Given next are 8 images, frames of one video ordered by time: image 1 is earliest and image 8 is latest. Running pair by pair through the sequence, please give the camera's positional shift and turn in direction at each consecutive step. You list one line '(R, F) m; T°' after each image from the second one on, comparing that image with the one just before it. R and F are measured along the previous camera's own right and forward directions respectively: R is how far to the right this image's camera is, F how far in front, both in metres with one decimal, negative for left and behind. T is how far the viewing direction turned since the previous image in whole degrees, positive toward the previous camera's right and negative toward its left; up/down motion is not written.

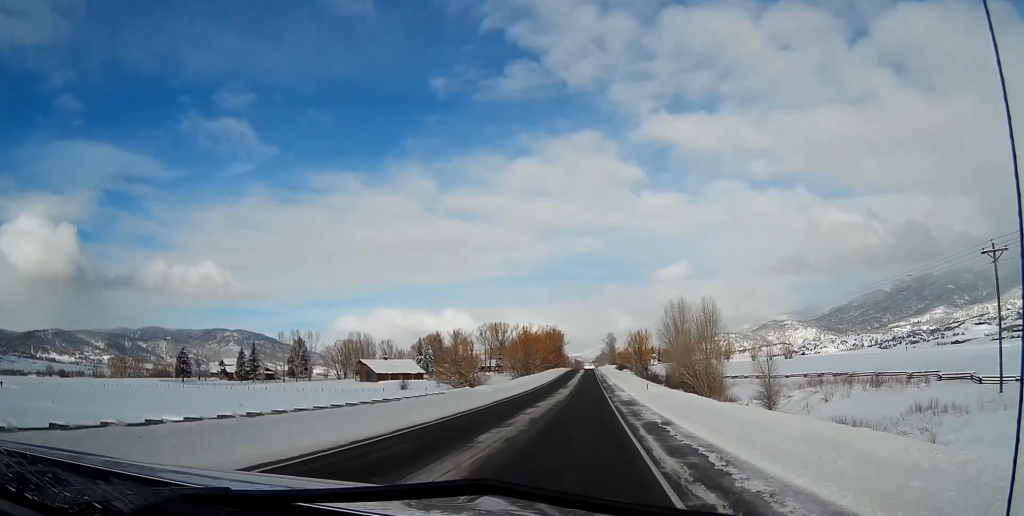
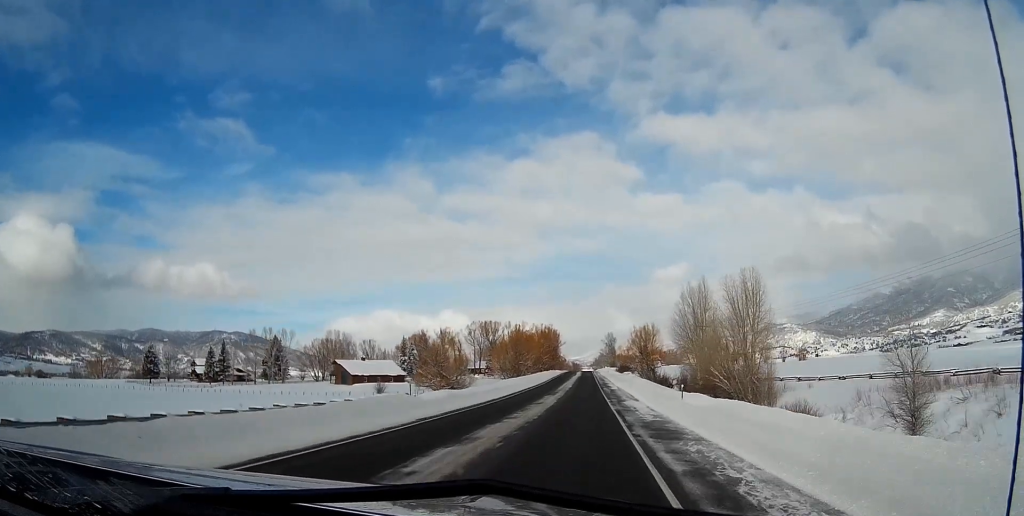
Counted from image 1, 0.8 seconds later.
(0.0, +20.9) m; 0°
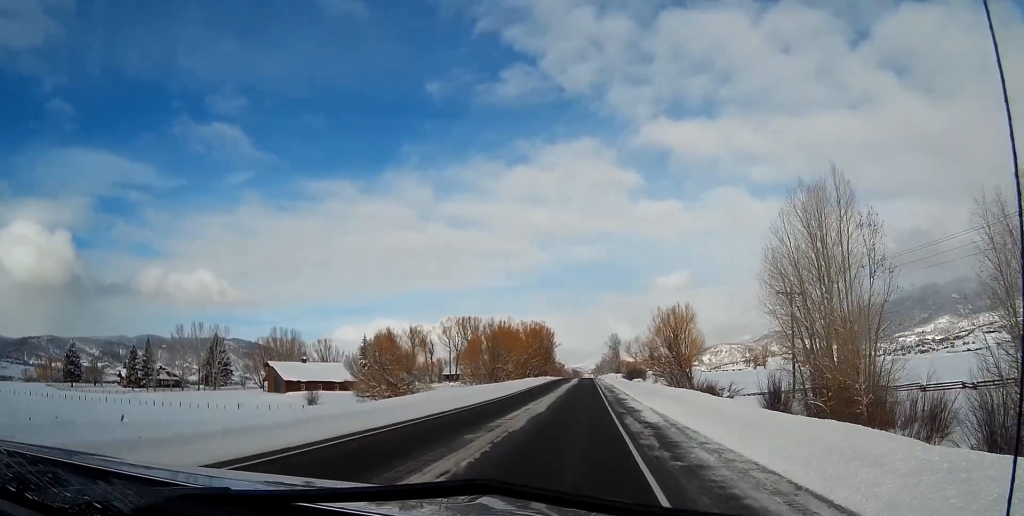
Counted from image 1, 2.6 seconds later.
(+0.2, +45.6) m; +1°
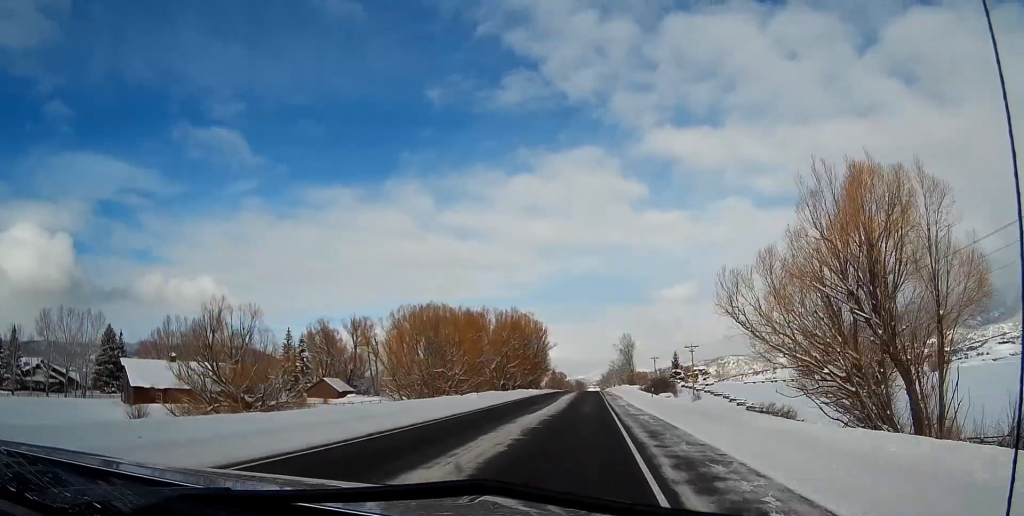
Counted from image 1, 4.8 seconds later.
(-0.1, +59.3) m; 0°
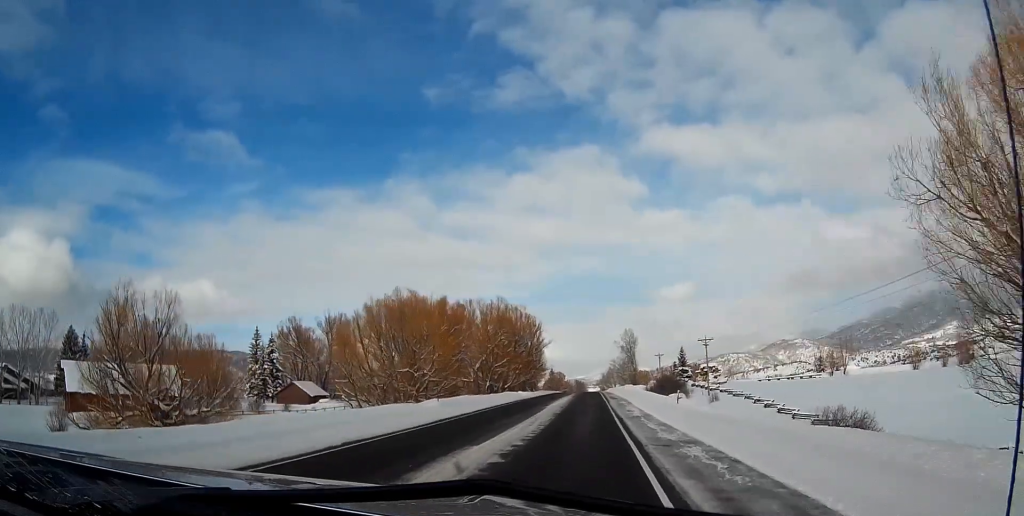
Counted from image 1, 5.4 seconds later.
(0.0, +16.0) m; 0°
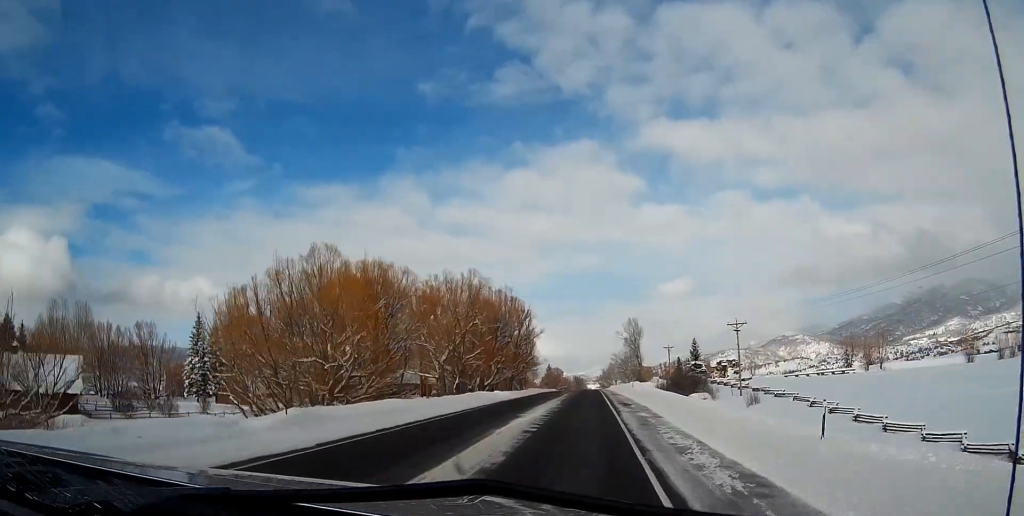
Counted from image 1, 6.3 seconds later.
(+0.1, +23.9) m; 0°
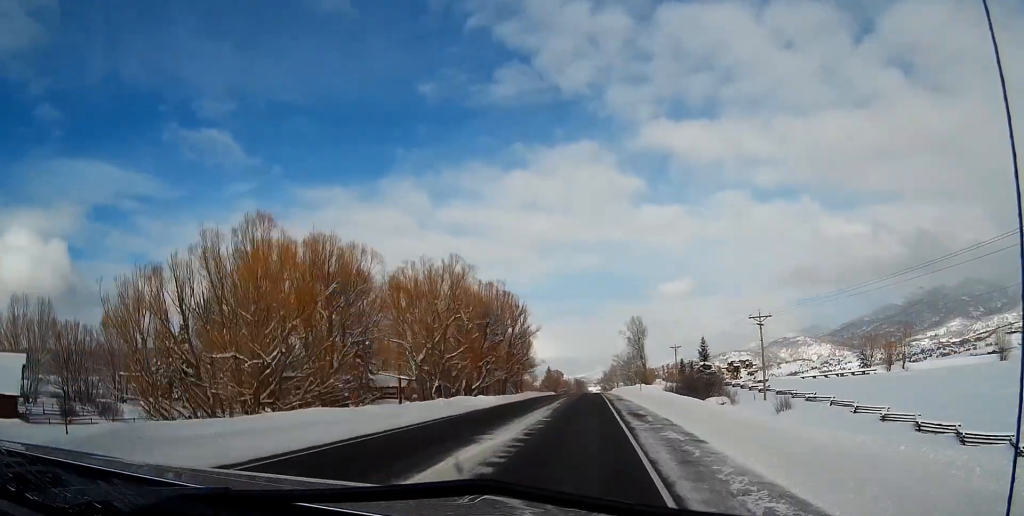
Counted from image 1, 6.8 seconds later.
(-0.1, +11.5) m; 0°
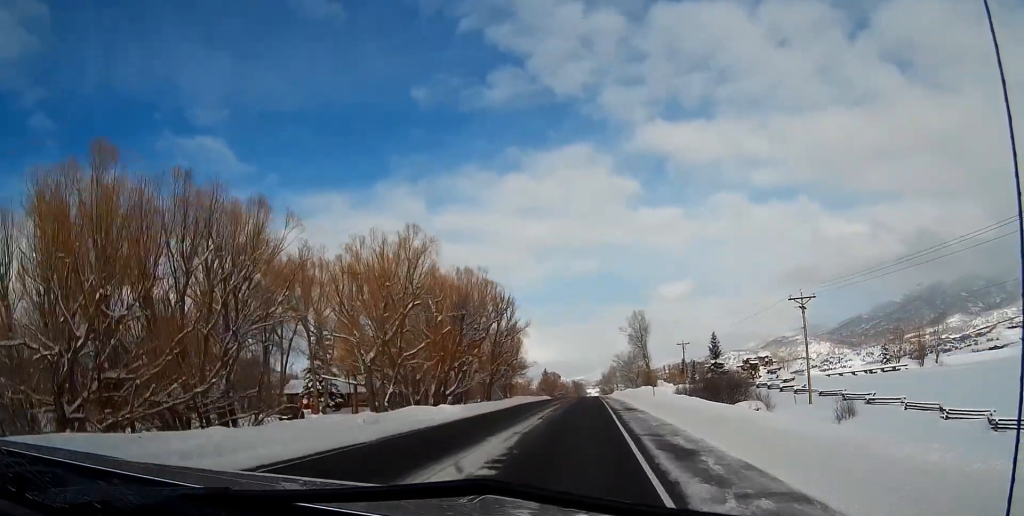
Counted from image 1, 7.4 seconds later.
(-0.1, +15.9) m; 0°
